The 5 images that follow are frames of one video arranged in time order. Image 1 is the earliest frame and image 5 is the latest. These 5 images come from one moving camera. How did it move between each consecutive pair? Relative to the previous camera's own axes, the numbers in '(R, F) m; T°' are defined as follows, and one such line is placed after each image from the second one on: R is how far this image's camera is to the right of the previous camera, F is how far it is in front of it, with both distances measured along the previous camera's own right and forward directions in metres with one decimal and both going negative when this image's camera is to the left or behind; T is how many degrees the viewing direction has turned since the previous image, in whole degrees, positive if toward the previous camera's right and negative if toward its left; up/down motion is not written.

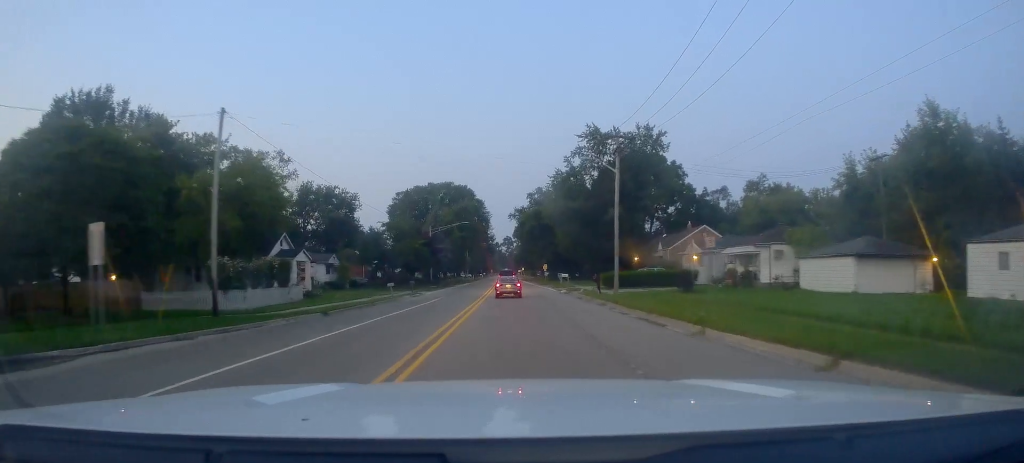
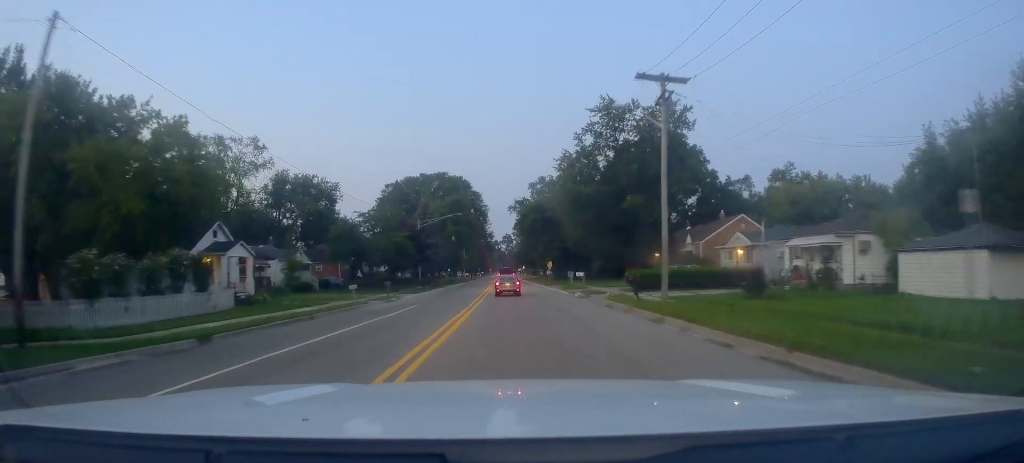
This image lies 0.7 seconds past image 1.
(0.0, +11.4) m; -1°
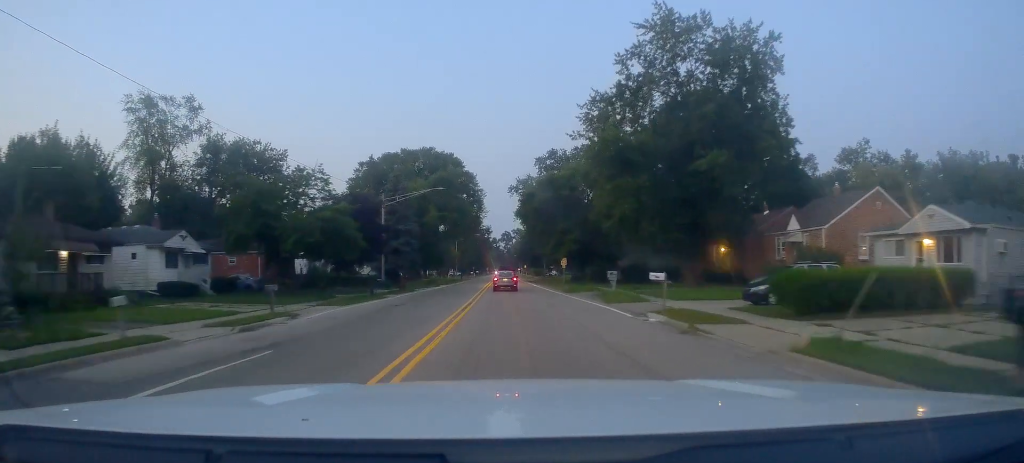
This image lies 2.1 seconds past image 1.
(-0.5, +22.8) m; -1°
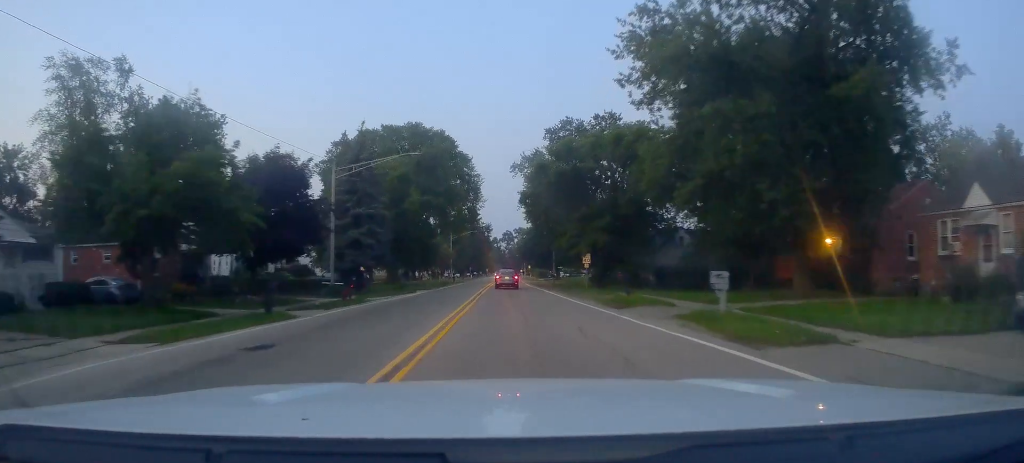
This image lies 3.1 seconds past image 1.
(+0.3, +16.9) m; -1°
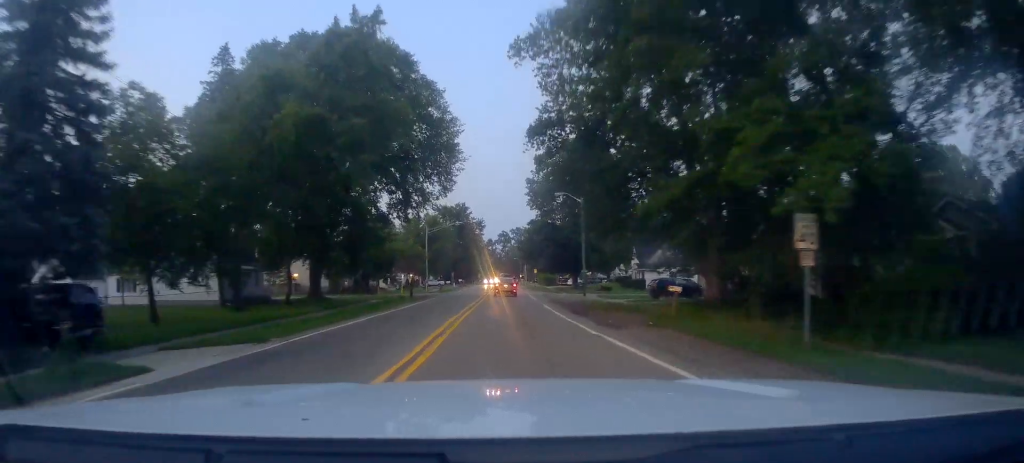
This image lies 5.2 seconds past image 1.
(+0.1, +34.5) m; +3°
